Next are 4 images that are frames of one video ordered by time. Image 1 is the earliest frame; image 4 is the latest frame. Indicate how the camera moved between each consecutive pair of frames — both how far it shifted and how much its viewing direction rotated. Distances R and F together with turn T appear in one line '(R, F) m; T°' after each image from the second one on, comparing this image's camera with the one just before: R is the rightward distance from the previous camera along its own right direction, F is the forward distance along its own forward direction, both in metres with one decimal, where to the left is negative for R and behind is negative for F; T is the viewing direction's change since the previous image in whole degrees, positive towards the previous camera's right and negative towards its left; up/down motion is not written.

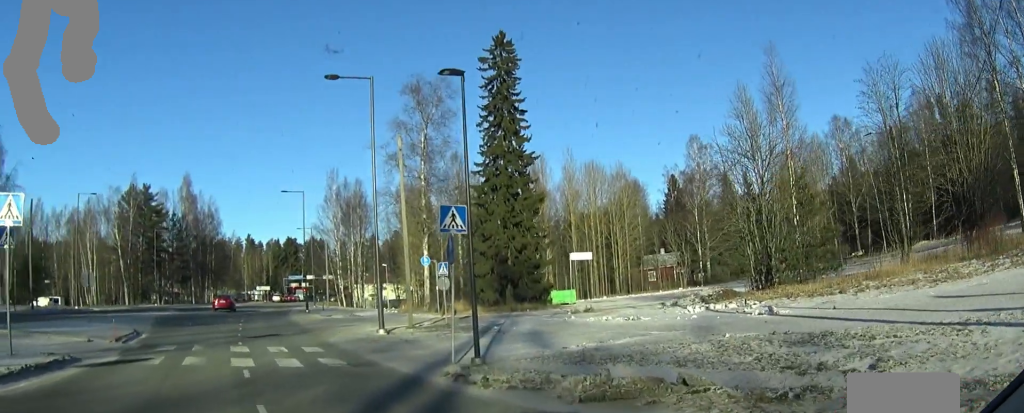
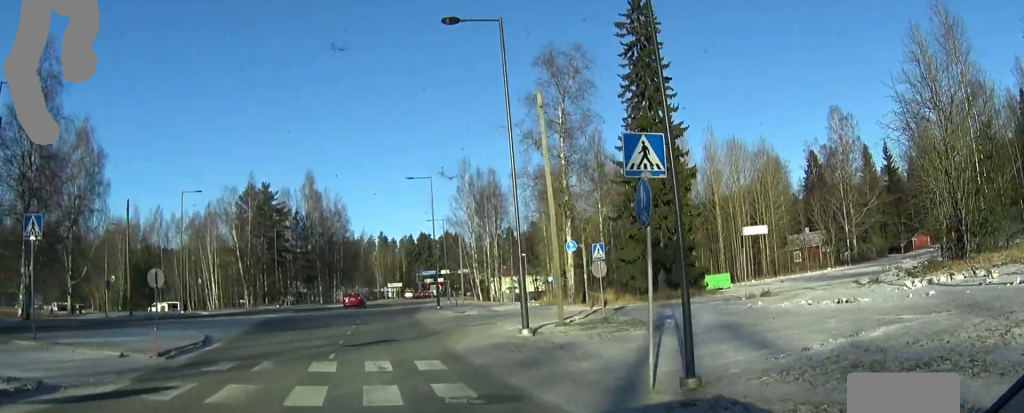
(0.0, +4.8) m; -4°
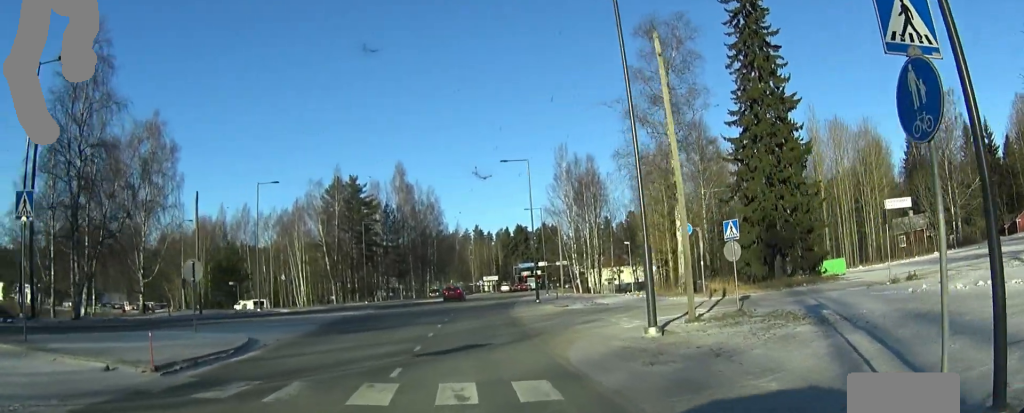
(-0.2, +3.6) m; -2°
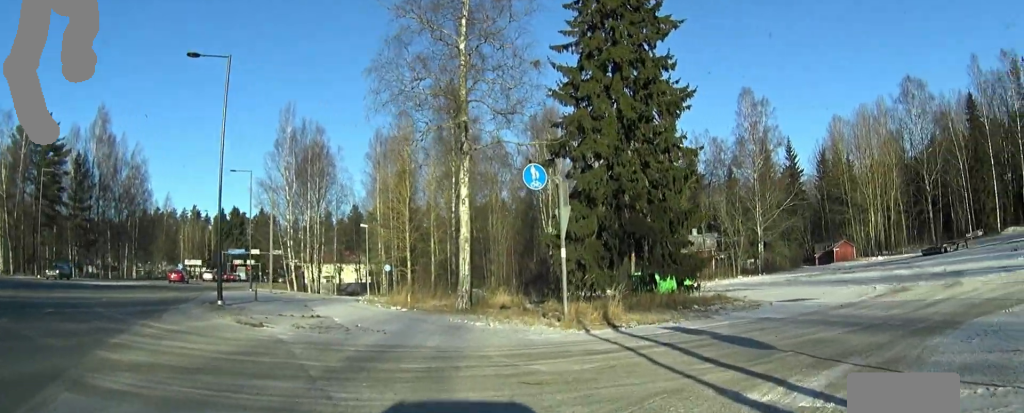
(+0.7, +18.3) m; +23°
